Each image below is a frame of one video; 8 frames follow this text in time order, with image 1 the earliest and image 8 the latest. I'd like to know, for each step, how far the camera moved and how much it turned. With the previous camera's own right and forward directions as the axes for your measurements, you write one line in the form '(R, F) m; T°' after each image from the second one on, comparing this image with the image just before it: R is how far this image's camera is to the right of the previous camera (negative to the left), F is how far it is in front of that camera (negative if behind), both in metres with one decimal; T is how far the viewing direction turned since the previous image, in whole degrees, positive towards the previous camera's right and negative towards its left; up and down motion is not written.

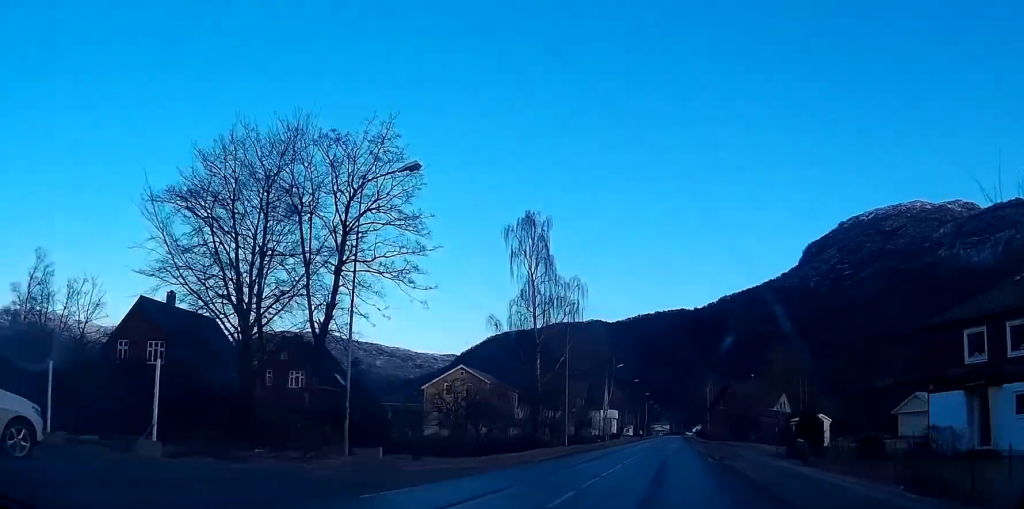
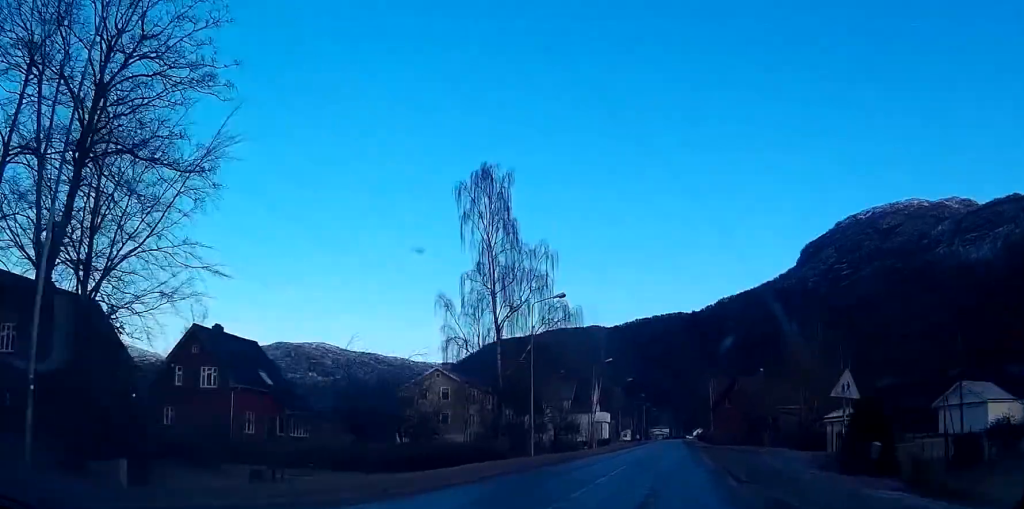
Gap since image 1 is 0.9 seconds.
(-0.3, +13.8) m; -1°
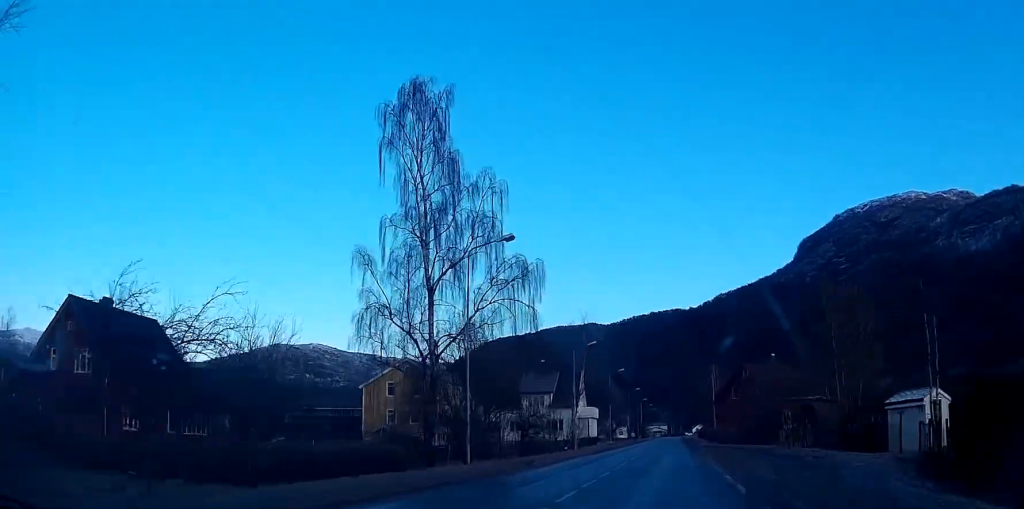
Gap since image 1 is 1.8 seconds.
(0.0, +13.7) m; +1°
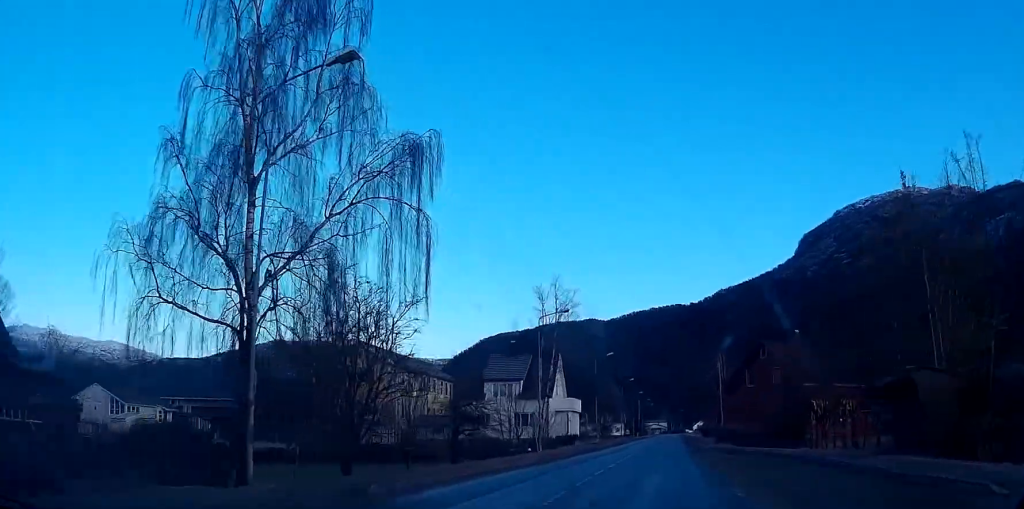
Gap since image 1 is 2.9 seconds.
(+0.2, +17.0) m; +1°
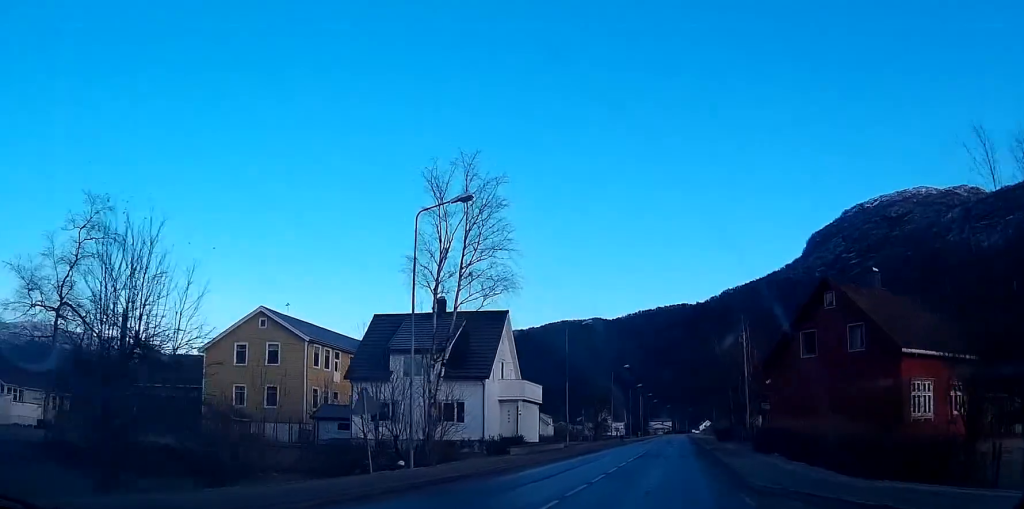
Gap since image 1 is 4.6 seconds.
(0.0, +25.6) m; 0°
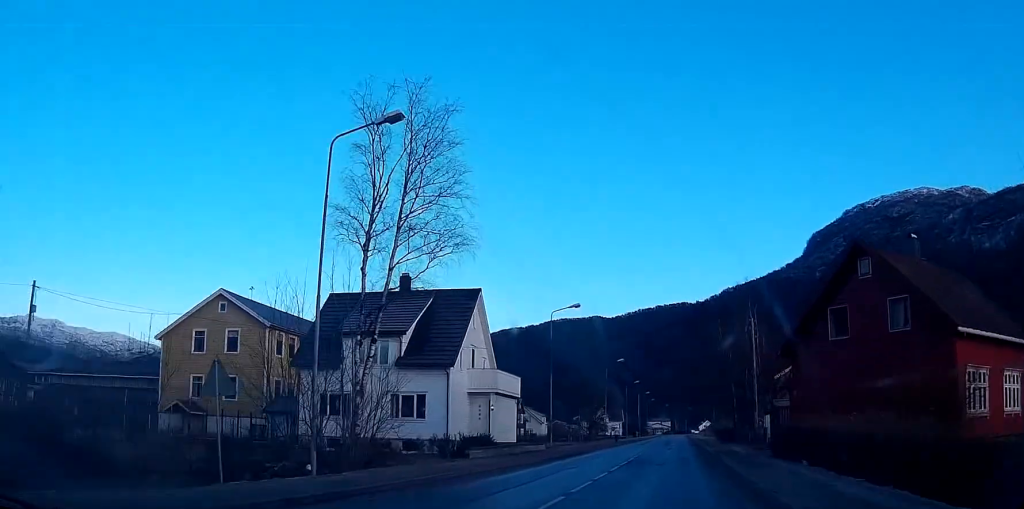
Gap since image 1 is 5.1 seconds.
(0.0, +7.1) m; 0°
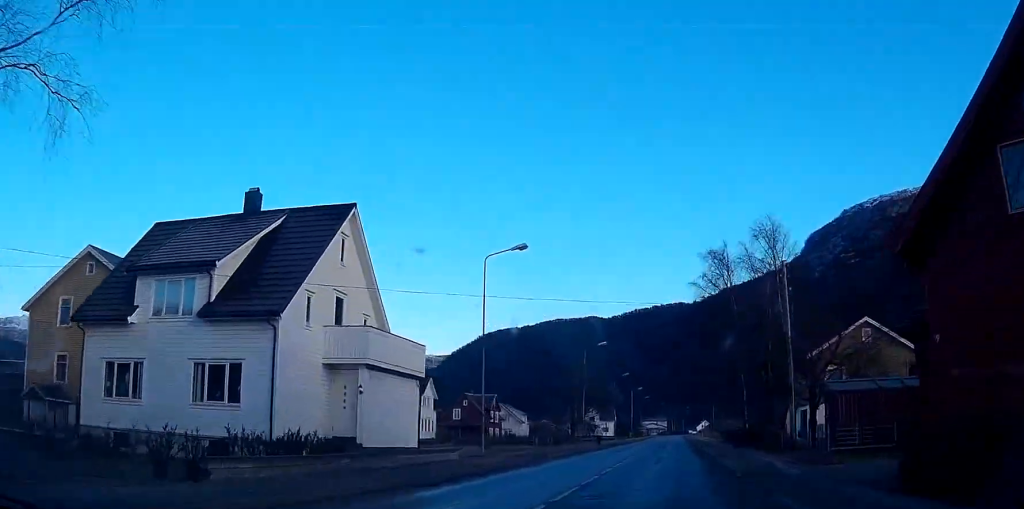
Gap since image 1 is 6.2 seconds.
(0.0, +17.4) m; 0°
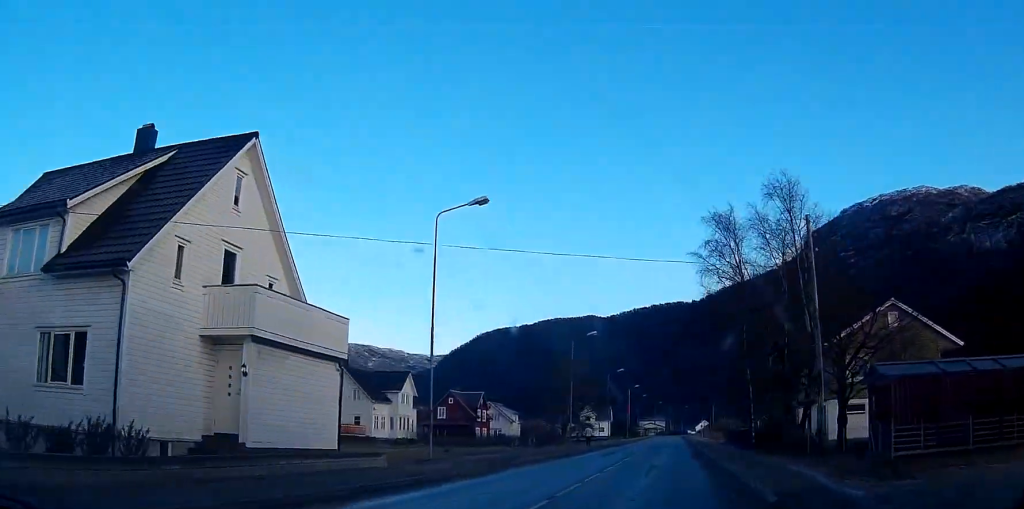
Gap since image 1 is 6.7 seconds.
(0.0, +7.2) m; 0°
